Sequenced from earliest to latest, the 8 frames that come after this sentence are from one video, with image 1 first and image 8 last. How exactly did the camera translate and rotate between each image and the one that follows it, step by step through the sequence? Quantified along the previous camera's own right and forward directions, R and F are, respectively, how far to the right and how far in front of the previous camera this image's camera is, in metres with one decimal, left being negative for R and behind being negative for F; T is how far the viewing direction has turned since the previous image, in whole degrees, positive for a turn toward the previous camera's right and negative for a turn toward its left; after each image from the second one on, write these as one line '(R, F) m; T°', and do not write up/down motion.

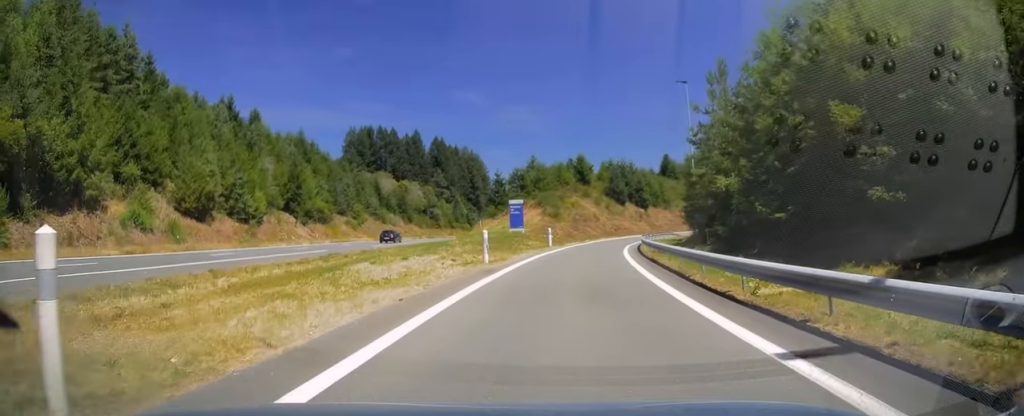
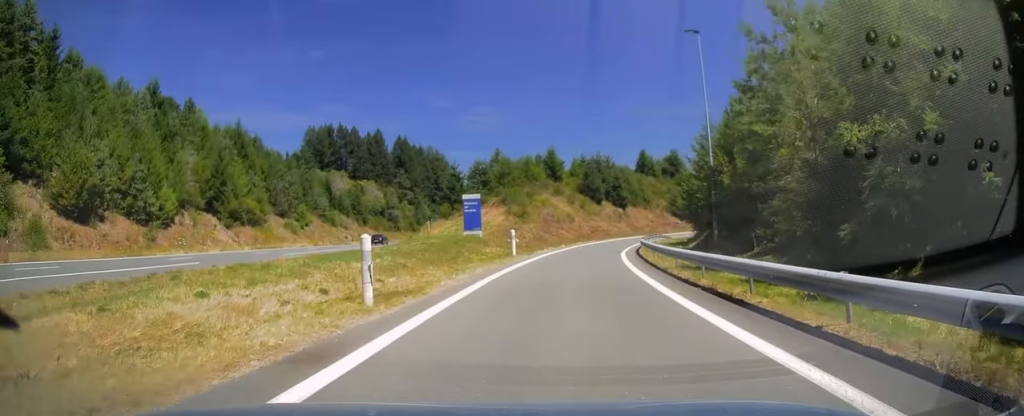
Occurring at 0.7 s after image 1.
(+0.1, +12.7) m; +2°
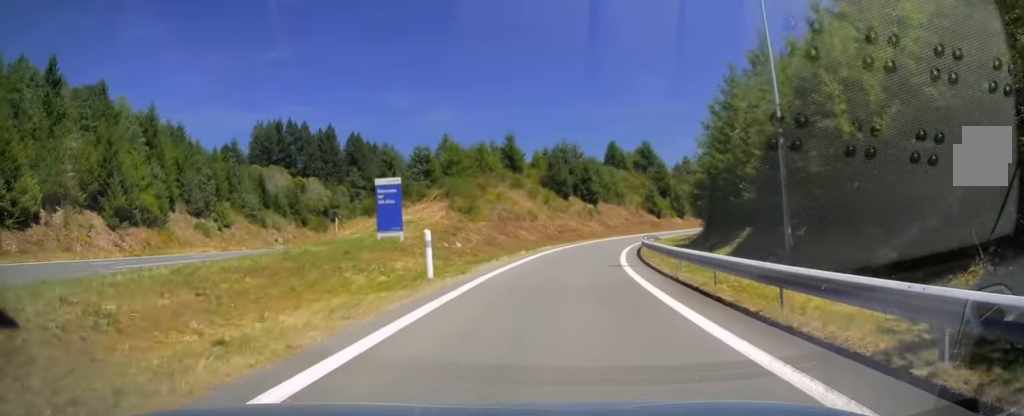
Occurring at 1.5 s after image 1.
(+0.5, +14.6) m; +4°
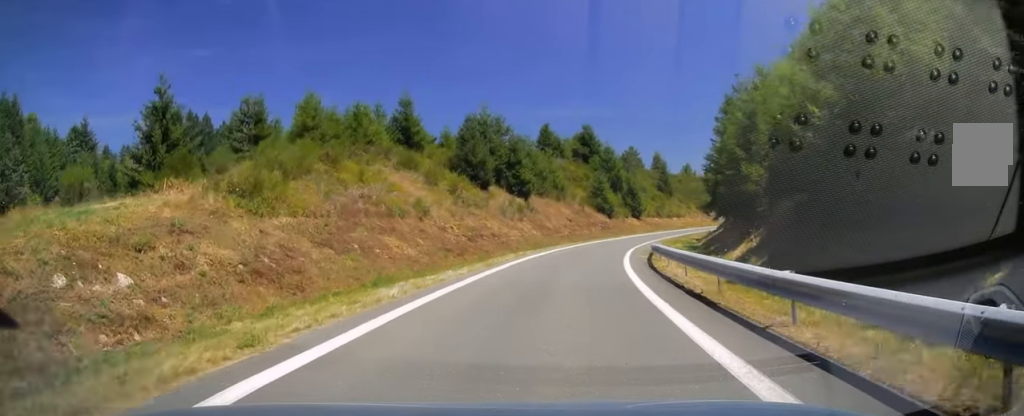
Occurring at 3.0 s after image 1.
(+1.4, +25.7) m; +6°
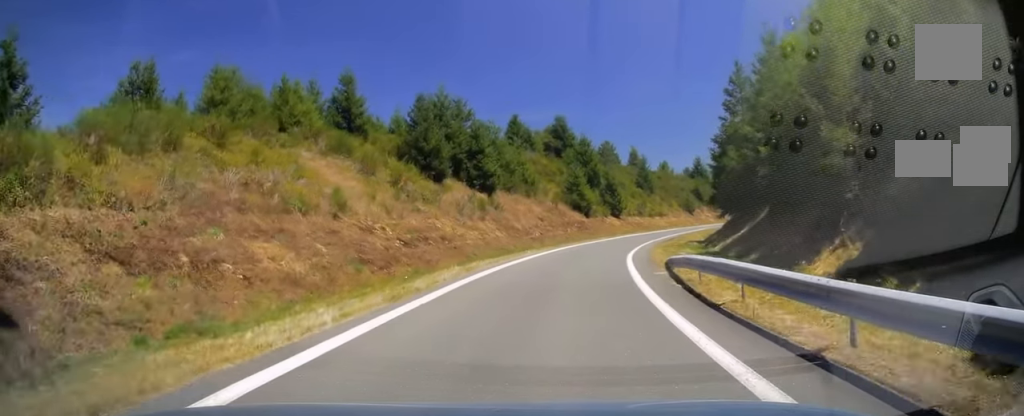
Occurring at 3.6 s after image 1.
(+0.1, +9.8) m; +3°
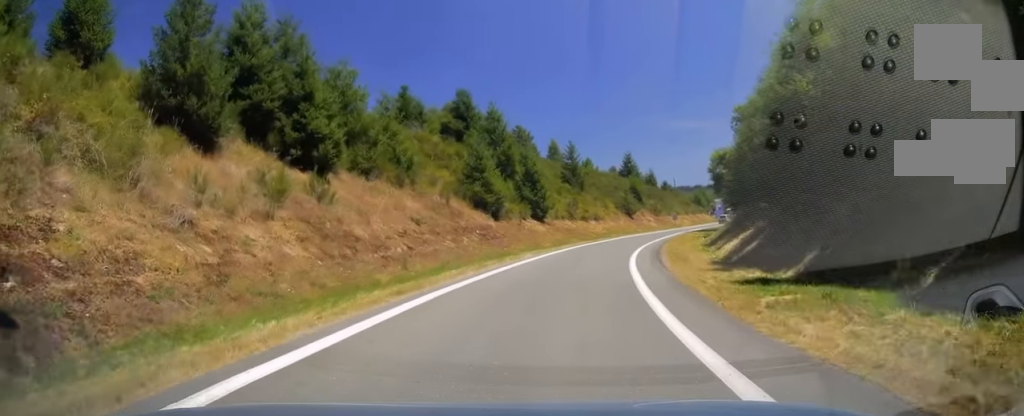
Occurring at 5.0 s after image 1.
(+2.0, +24.5) m; +8°
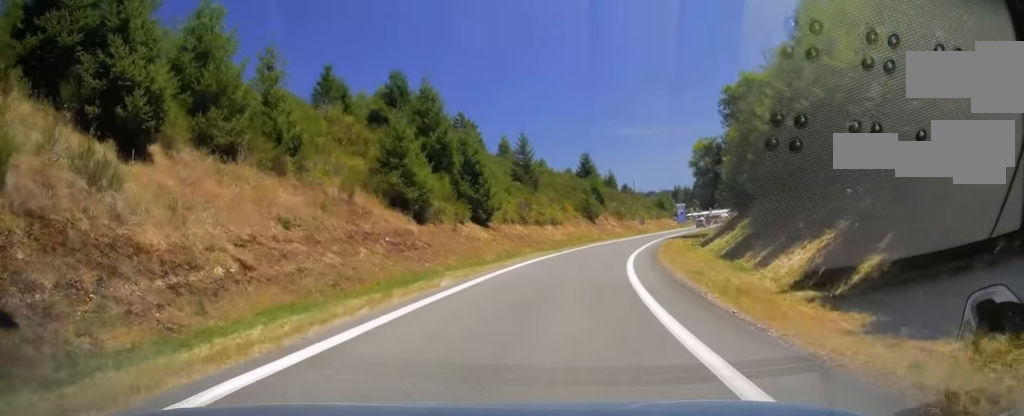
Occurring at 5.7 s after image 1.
(+0.4, +12.0) m; +3°
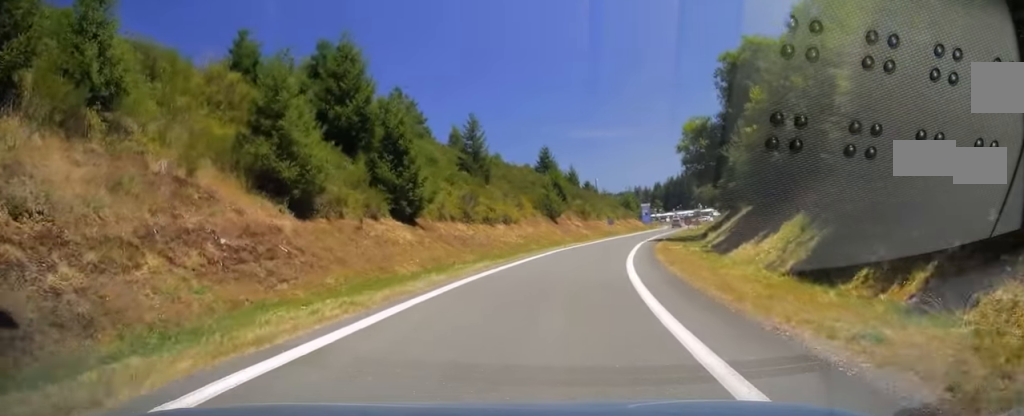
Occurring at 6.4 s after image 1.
(0.0, +11.2) m; +3°
